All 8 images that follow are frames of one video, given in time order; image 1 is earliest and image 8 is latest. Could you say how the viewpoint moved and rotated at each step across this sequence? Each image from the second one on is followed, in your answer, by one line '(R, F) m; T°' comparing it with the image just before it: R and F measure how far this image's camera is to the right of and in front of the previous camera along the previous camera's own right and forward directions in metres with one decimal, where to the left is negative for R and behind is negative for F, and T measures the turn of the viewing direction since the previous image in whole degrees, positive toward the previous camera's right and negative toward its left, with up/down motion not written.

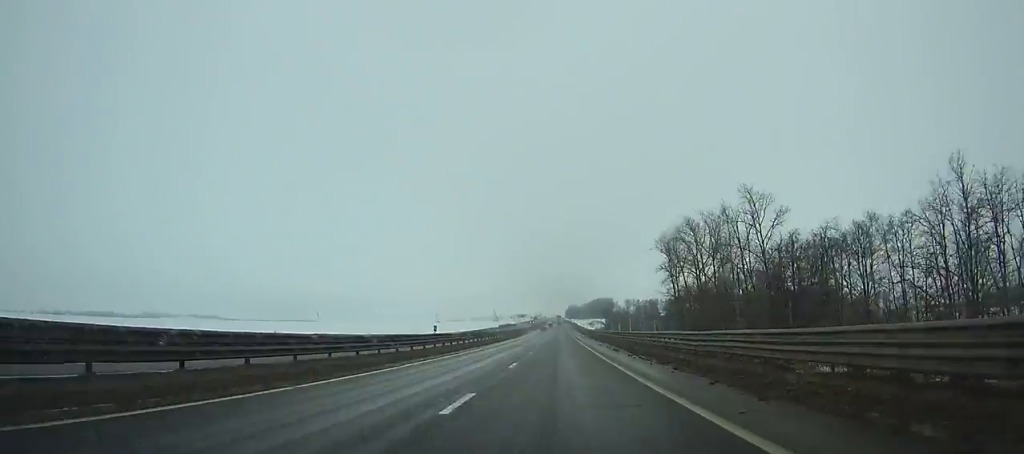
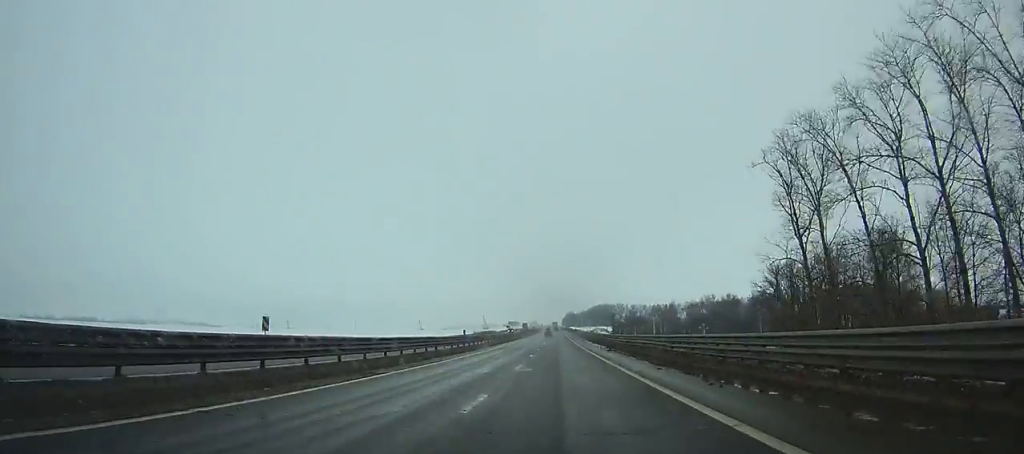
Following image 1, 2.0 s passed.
(+0.1, +60.1) m; 0°
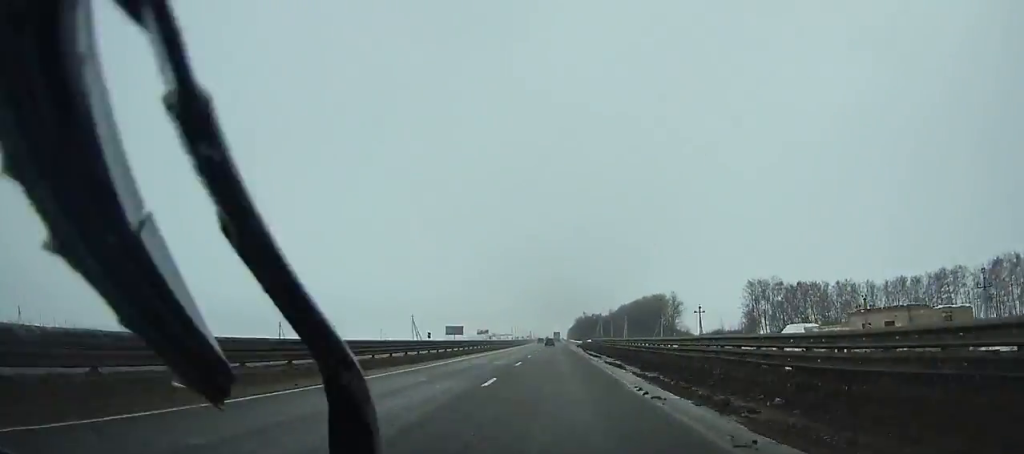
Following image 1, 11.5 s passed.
(-1.1, +279.3) m; 0°
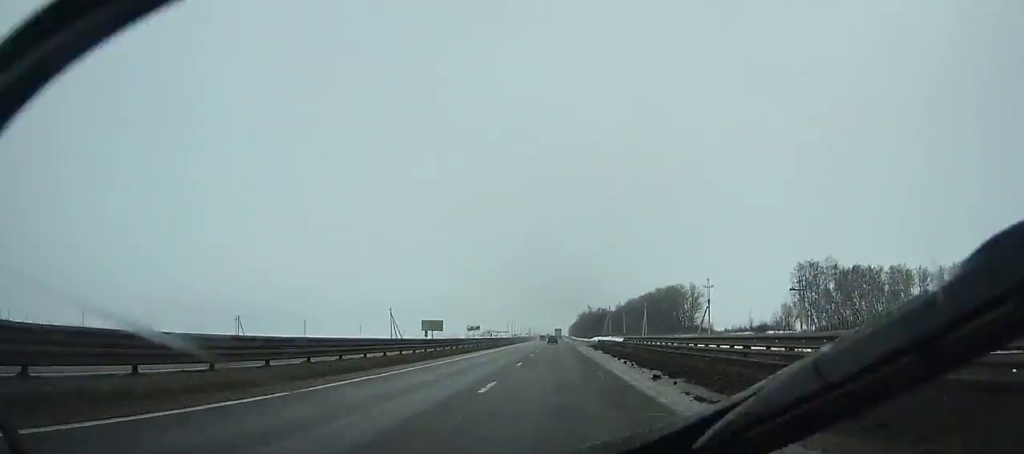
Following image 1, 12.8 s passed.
(0.0, +37.4) m; 0°
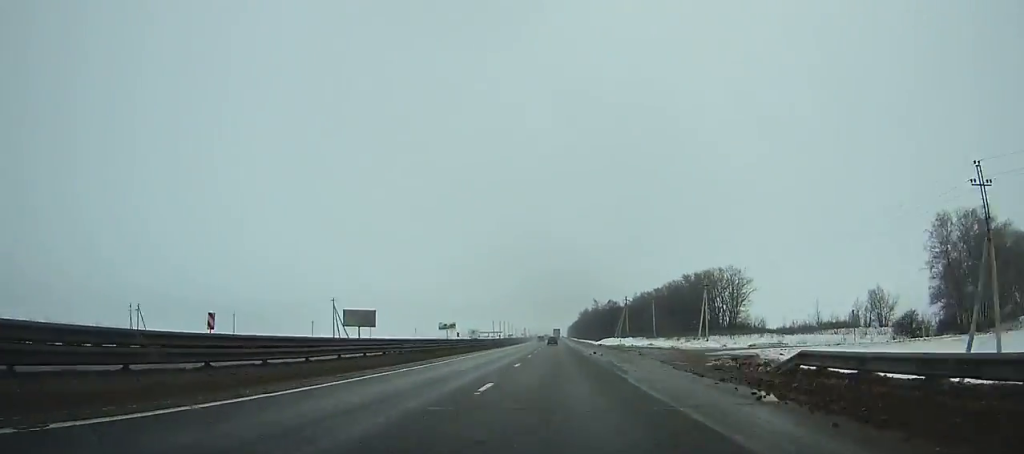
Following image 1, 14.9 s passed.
(+0.1, +59.7) m; 0°
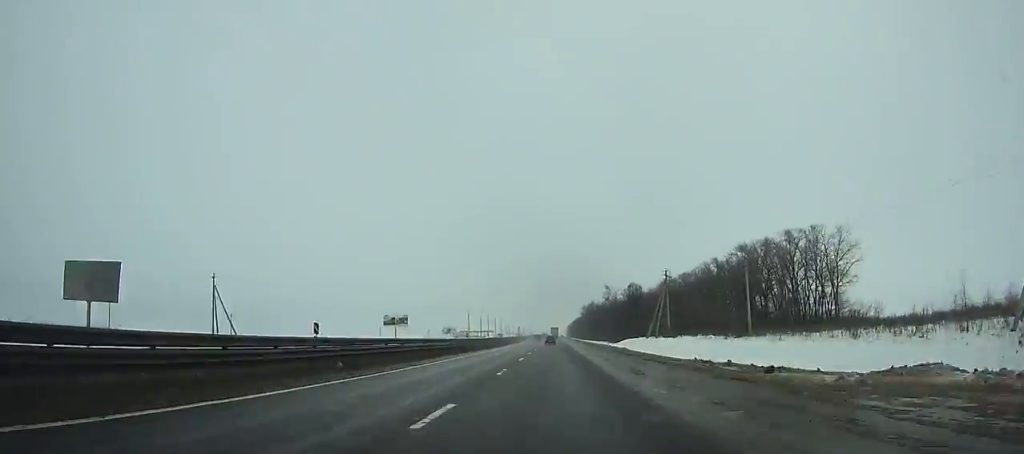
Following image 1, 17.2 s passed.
(0.0, +64.8) m; 0°
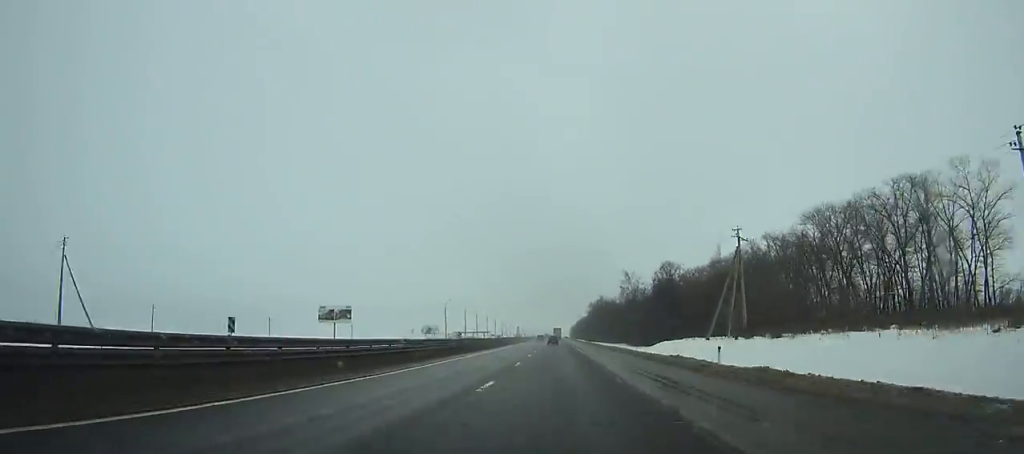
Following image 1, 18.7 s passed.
(0.0, +42.1) m; 0°
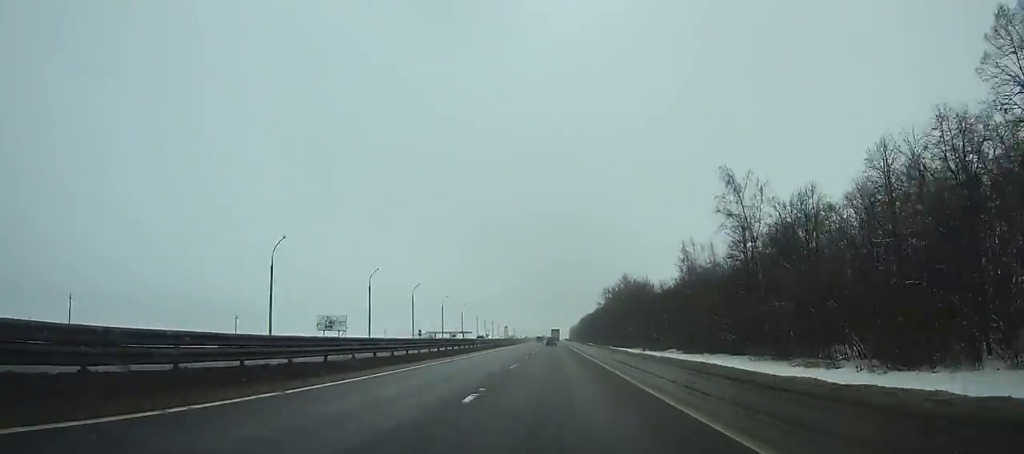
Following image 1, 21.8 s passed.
(+0.2, +86.3) m; 0°
